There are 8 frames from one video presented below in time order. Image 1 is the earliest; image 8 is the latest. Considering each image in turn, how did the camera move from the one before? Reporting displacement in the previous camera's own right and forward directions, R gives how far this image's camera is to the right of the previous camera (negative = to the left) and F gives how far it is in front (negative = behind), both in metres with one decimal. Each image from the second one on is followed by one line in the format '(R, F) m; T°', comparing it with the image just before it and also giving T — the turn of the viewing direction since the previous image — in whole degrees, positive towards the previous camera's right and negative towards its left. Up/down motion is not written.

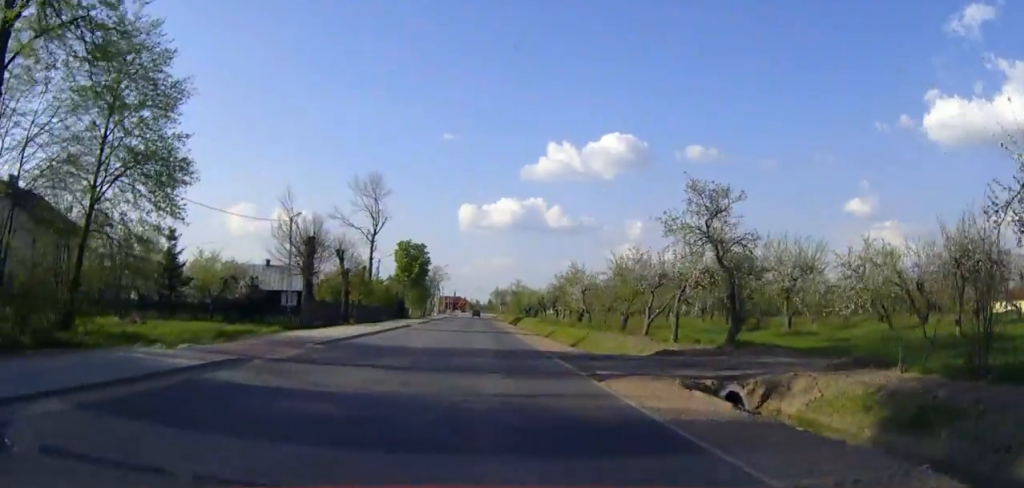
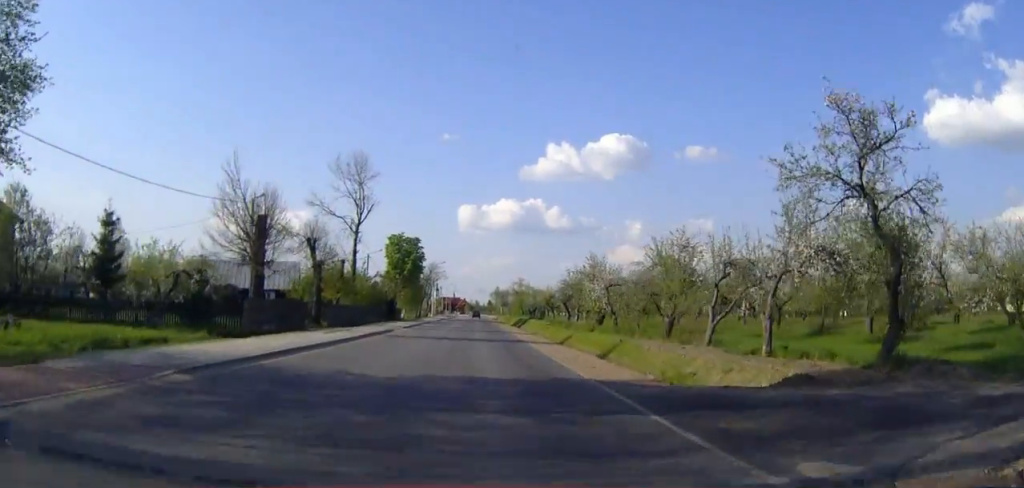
(0.0, +10.2) m; 0°
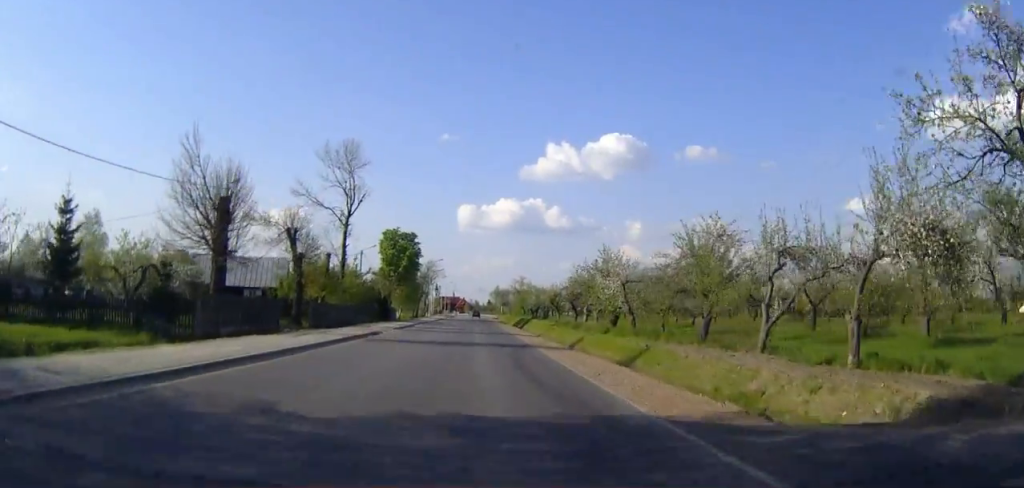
(0.0, +5.3) m; 0°
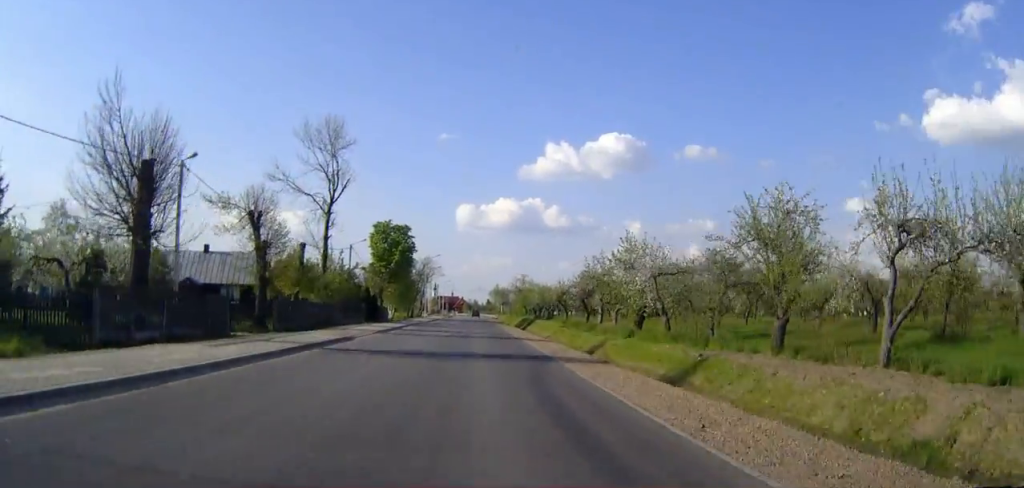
(0.0, +7.2) m; 0°
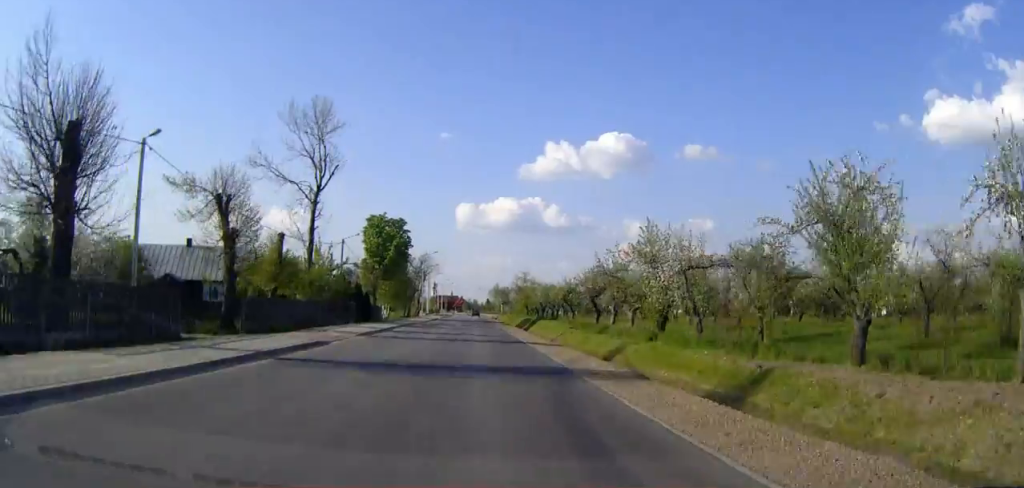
(0.0, +4.8) m; 0°
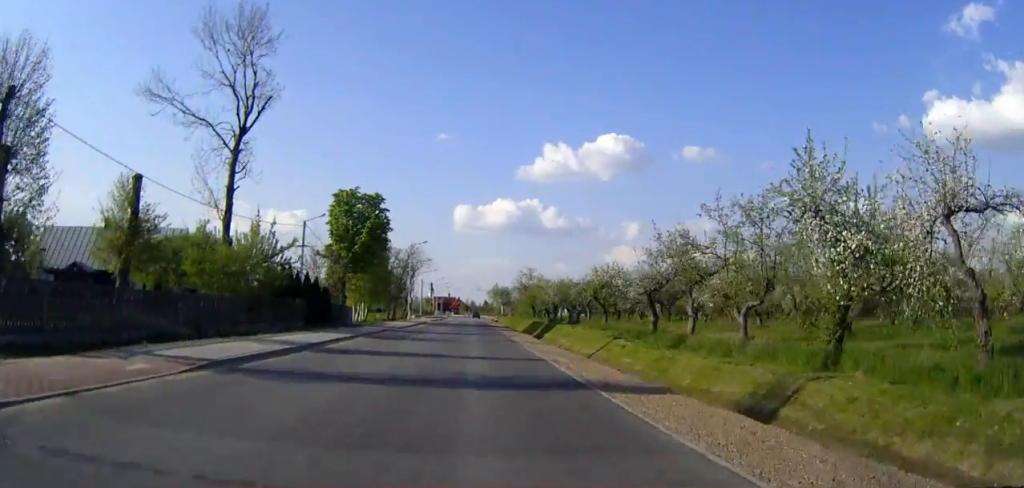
(0.0, +17.0) m; 0°
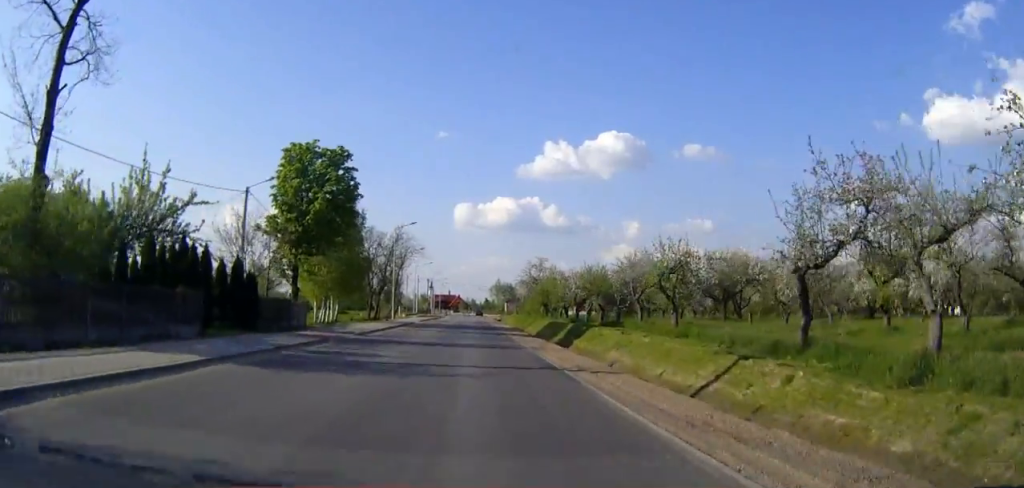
(0.0, +16.2) m; 0°
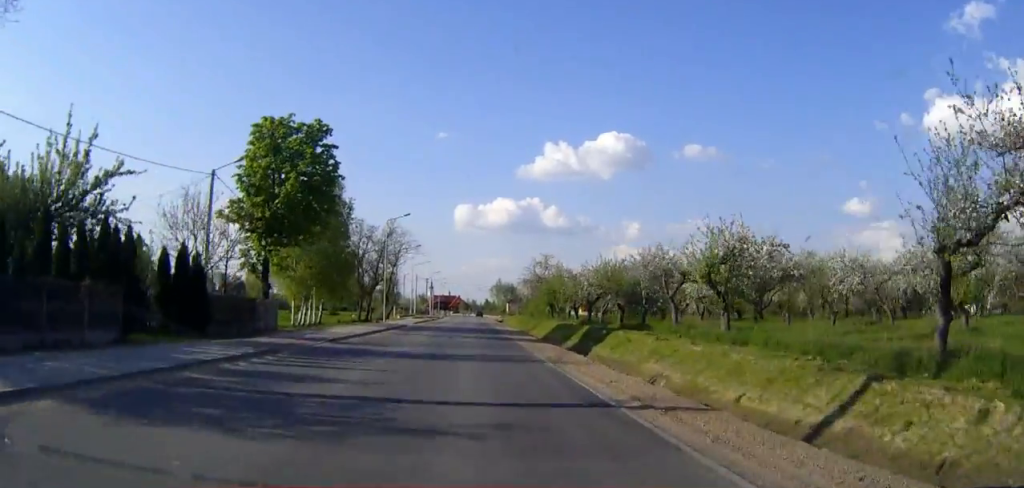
(0.0, +6.3) m; 0°
